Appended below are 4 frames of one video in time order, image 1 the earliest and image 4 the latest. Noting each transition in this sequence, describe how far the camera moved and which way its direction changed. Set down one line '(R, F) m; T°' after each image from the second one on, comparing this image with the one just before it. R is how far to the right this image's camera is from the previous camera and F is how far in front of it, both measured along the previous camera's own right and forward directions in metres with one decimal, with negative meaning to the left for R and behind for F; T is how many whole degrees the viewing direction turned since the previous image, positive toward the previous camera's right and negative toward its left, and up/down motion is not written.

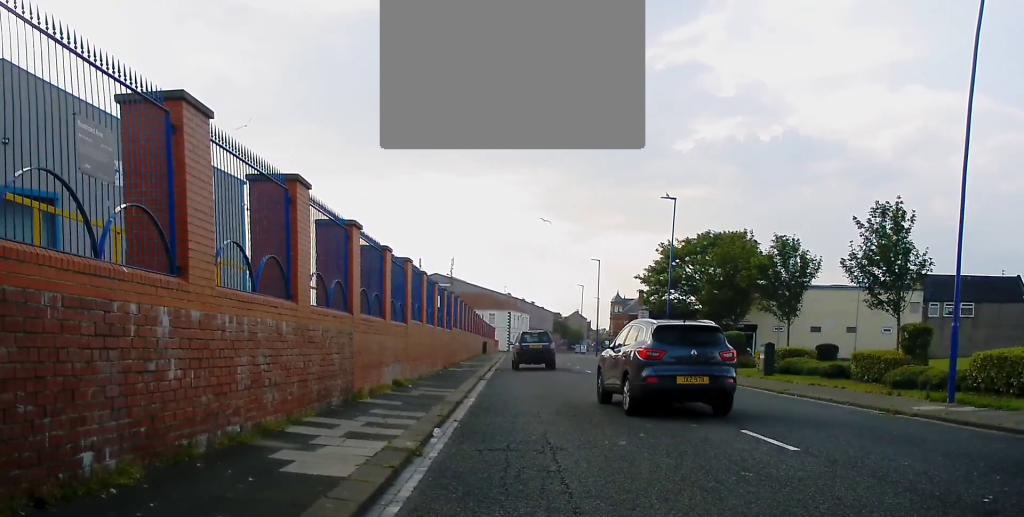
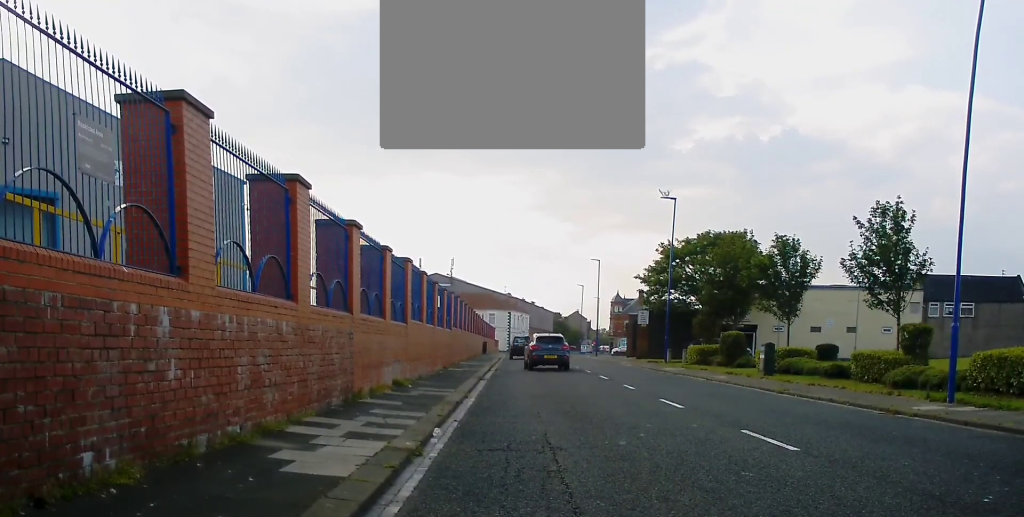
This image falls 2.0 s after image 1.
(+0.2, +0.3) m; 0°
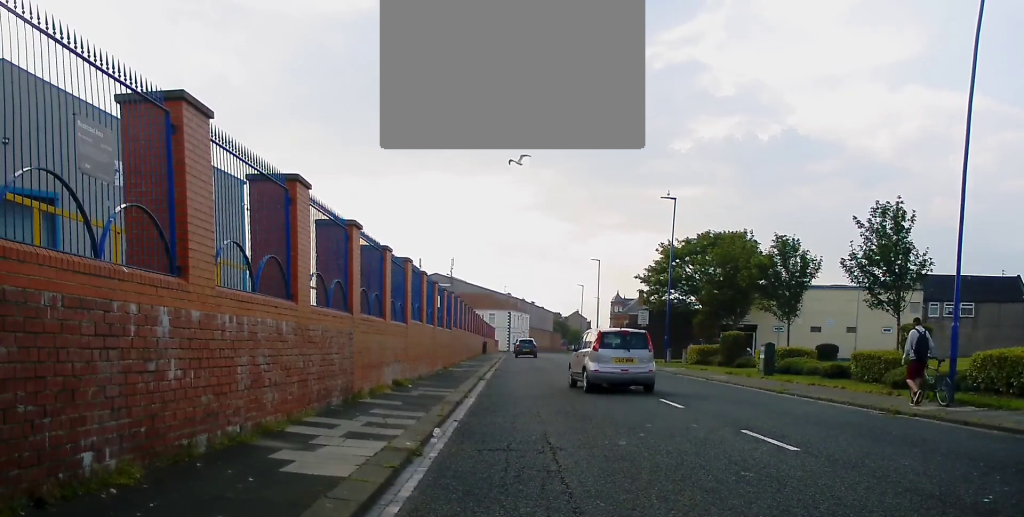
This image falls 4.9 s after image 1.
(0.0, 0.0) m; 0°
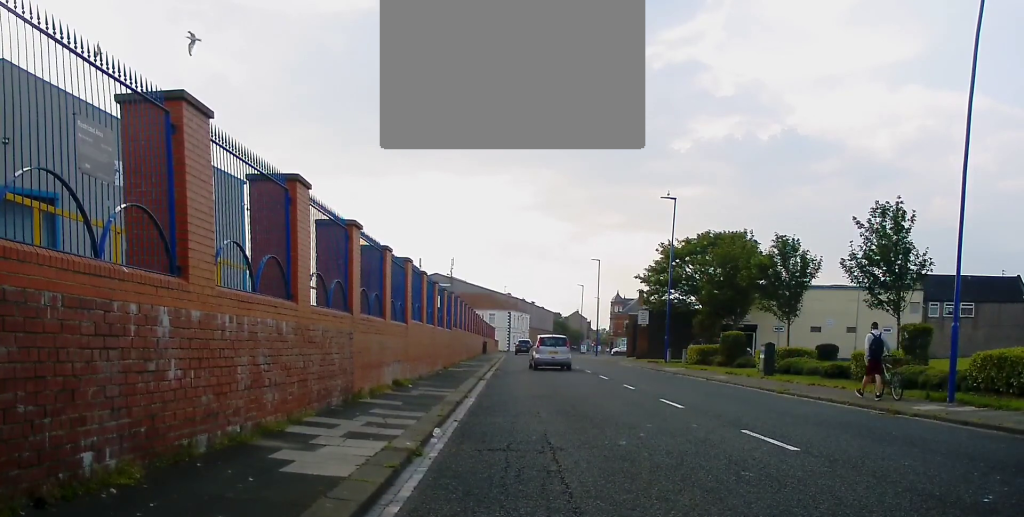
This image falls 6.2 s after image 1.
(0.0, 0.0) m; 0°
